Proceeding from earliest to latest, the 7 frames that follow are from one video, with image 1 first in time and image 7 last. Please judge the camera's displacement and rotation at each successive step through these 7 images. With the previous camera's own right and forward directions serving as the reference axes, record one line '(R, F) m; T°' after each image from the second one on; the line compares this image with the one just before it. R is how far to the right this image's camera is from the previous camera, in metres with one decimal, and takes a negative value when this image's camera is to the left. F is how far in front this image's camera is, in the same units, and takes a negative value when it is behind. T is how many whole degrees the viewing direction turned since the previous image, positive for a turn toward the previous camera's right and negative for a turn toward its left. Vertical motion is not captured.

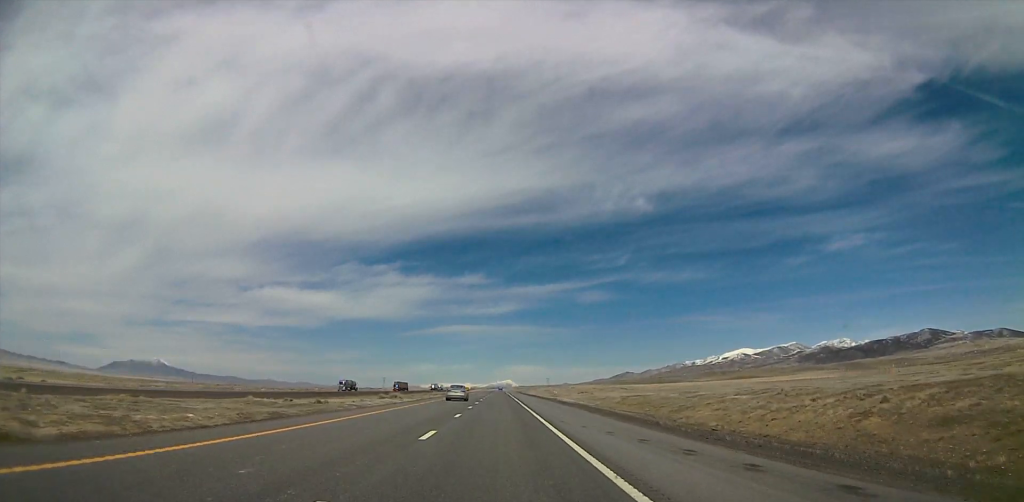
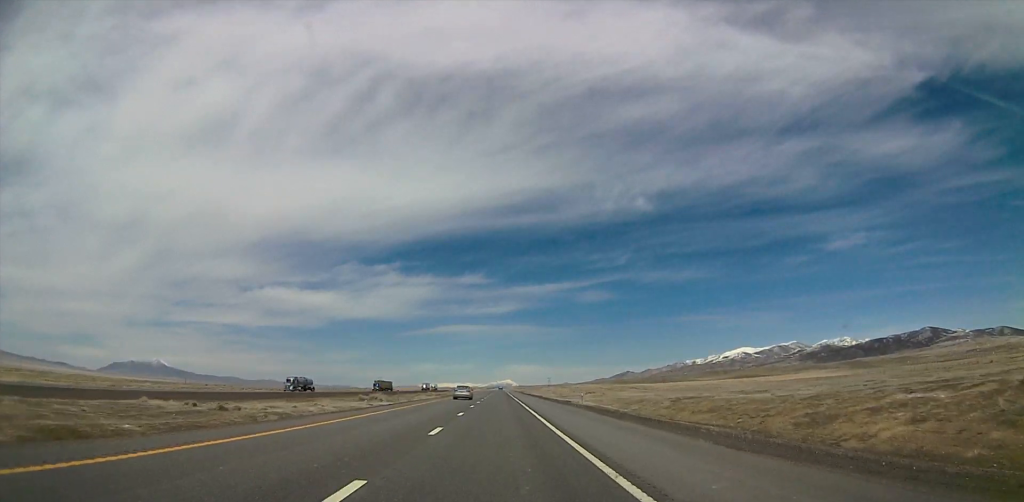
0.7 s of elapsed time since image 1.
(+0.3, +23.1) m; 0°
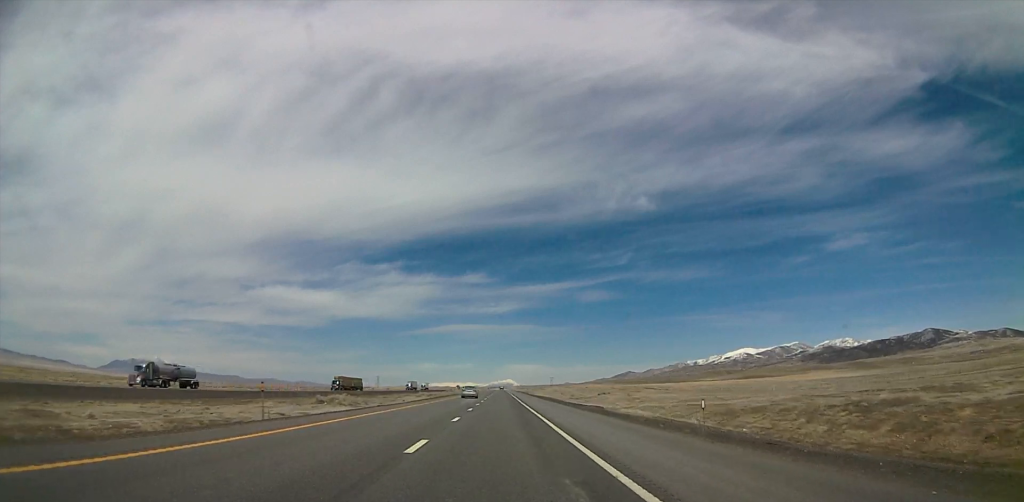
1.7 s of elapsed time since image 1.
(-0.4, +30.1) m; -1°
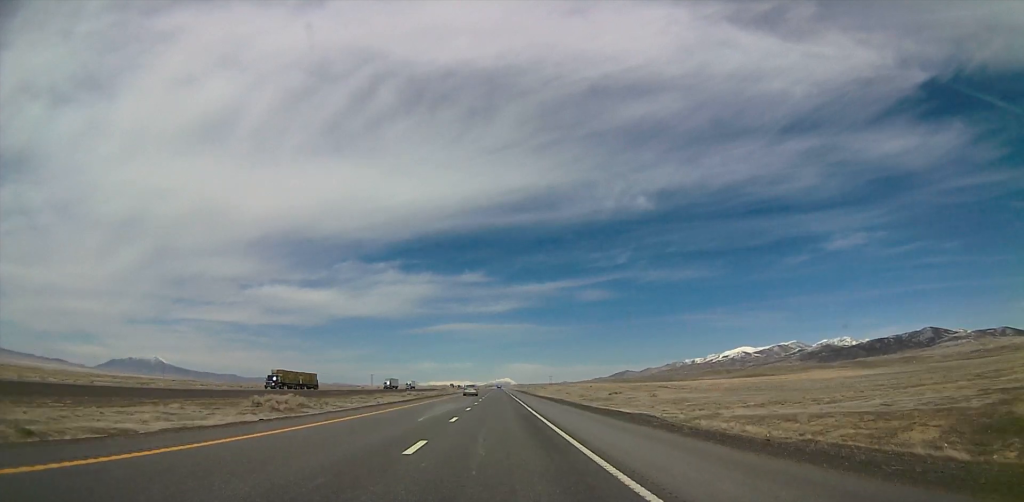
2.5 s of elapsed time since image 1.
(0.0, +24.6) m; 0°
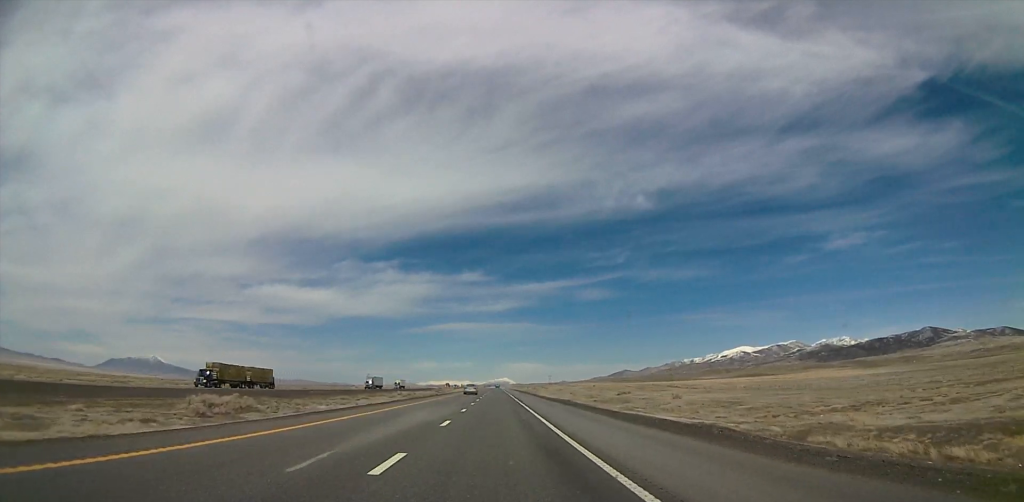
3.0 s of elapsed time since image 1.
(0.0, +15.4) m; +1°
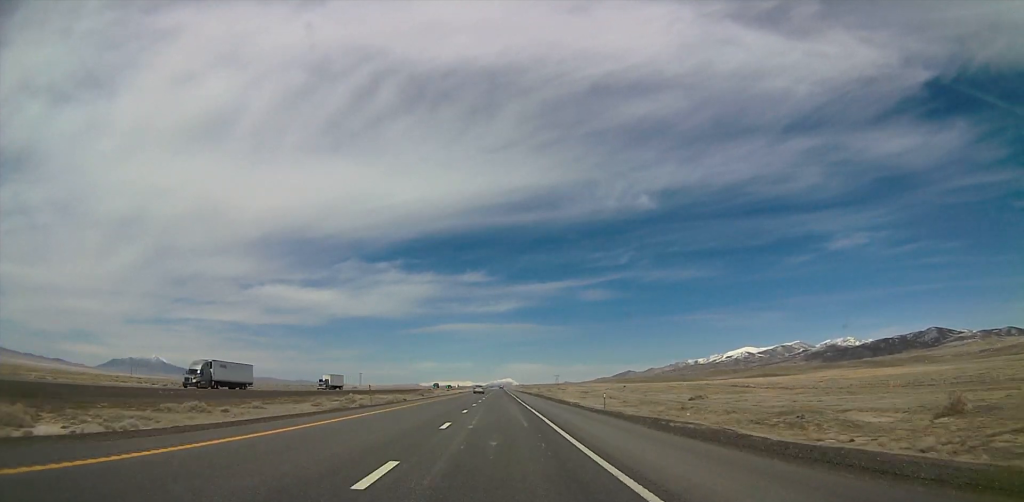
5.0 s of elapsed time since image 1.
(+1.4, +62.6) m; 0°
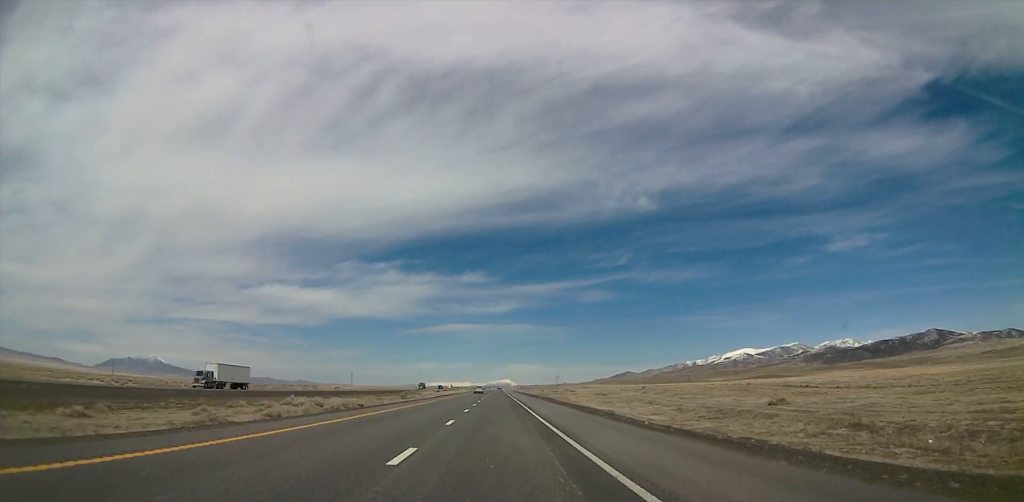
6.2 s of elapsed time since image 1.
(-1.1, +34.3) m; -2°
